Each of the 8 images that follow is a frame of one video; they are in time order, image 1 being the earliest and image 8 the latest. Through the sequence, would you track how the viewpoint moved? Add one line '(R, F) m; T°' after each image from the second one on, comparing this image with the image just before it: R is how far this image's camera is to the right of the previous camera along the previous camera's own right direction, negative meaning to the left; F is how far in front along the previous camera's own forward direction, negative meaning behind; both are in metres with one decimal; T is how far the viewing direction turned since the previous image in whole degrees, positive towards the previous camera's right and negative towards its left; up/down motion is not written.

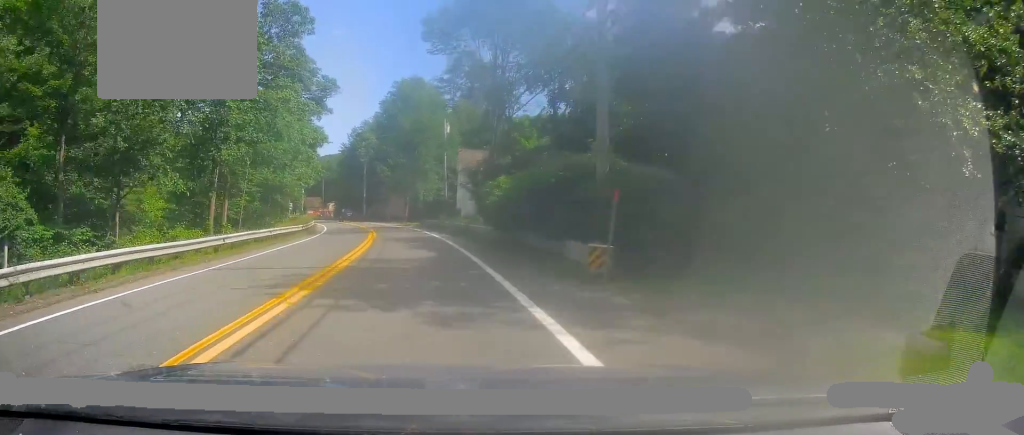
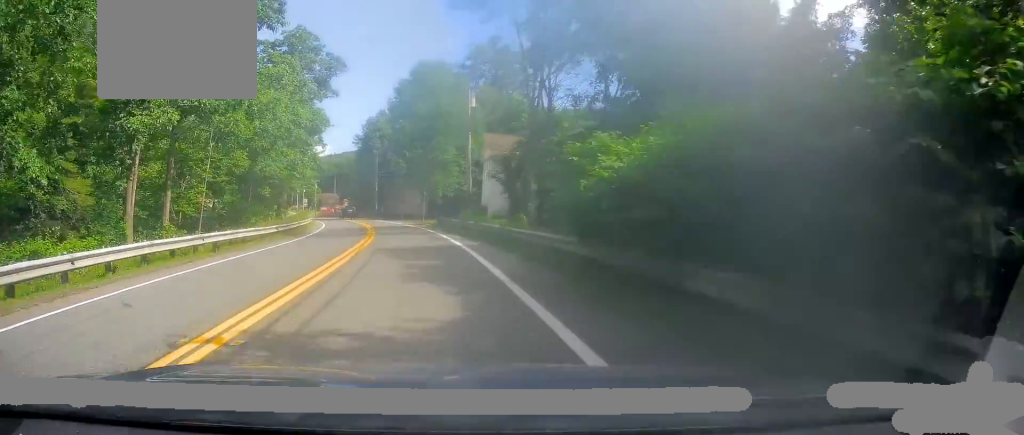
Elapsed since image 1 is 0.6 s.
(0.0, +10.4) m; -3°
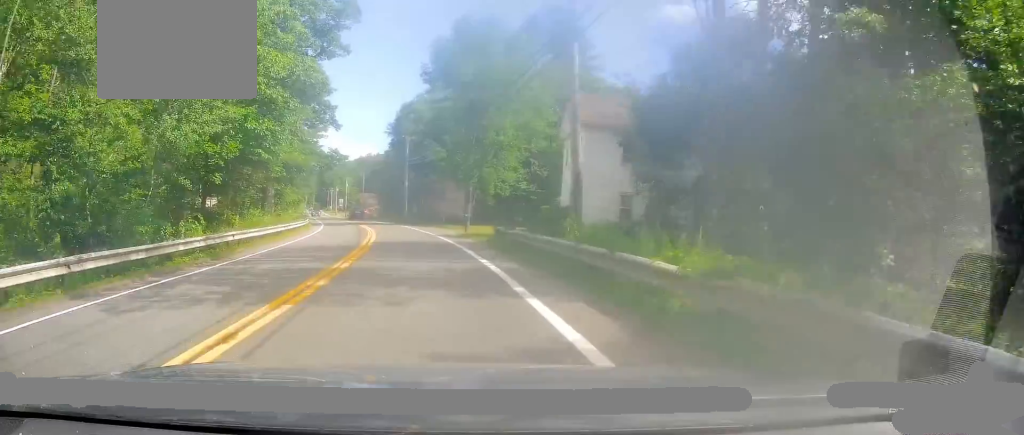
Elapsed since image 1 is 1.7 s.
(-1.1, +20.0) m; -6°
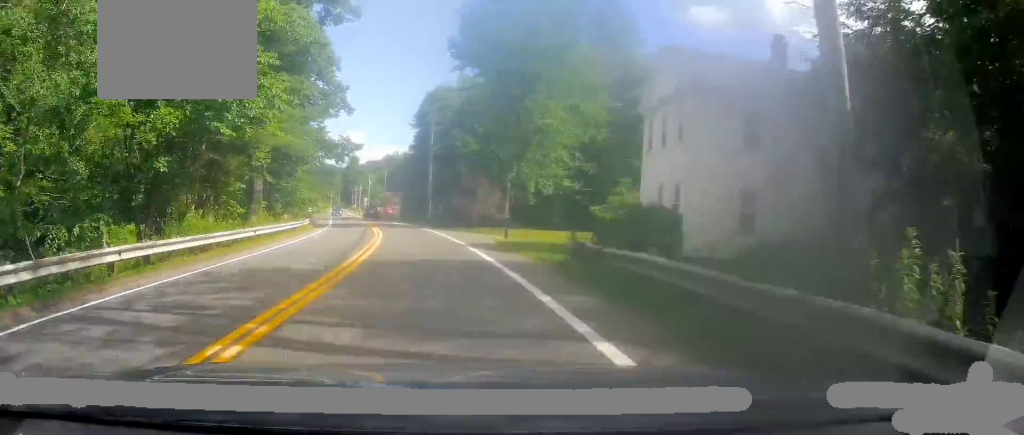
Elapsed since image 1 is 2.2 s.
(-0.4, +9.7) m; -2°
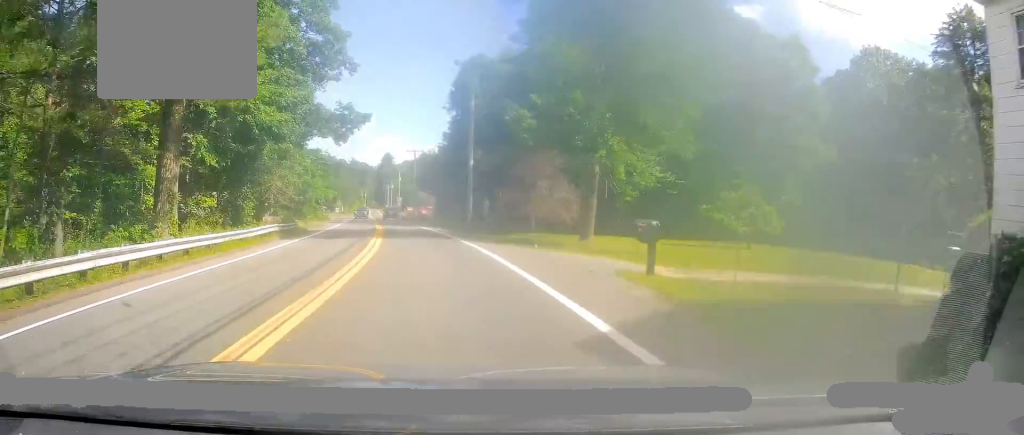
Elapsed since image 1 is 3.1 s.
(-0.5, +16.5) m; -3°
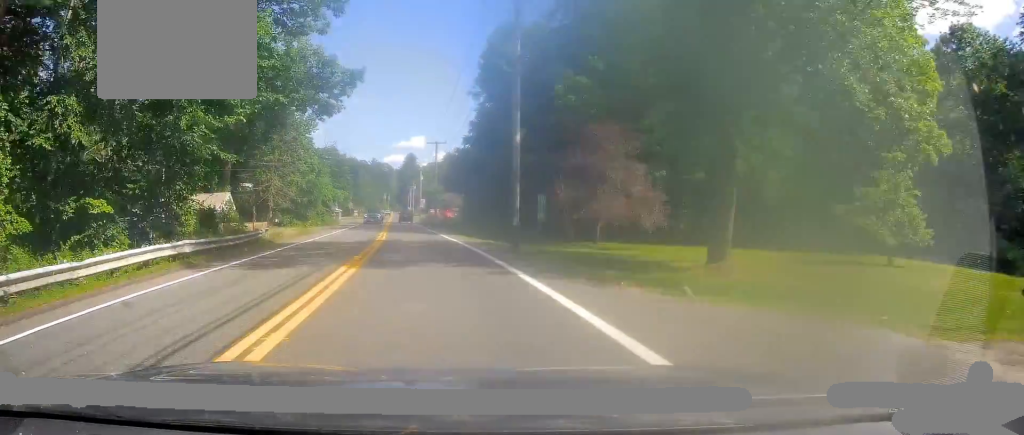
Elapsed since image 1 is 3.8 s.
(+0.1, +12.9) m; -3°
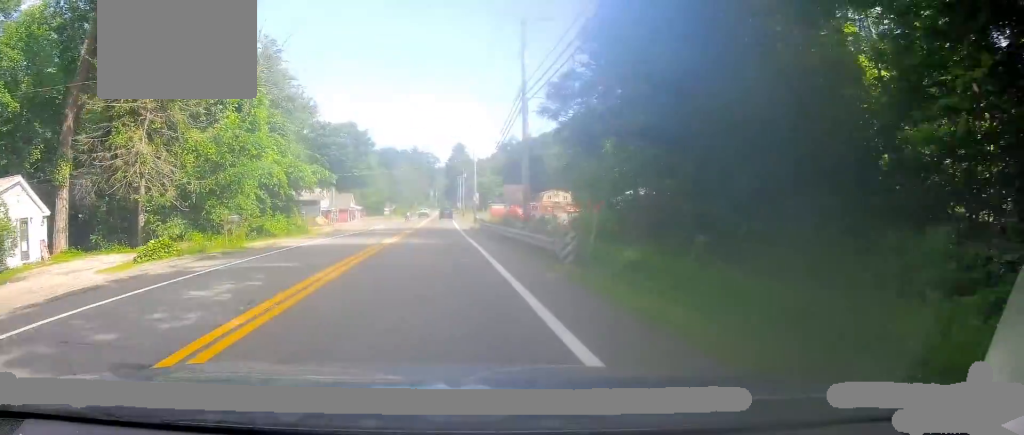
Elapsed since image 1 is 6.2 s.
(-4.2, +44.1) m; -7°
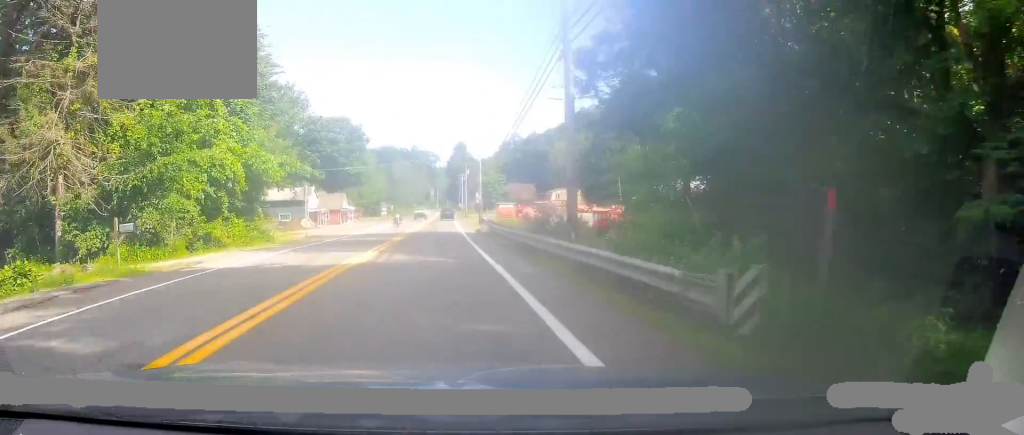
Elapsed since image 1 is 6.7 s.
(-0.1, +8.7) m; 0°
